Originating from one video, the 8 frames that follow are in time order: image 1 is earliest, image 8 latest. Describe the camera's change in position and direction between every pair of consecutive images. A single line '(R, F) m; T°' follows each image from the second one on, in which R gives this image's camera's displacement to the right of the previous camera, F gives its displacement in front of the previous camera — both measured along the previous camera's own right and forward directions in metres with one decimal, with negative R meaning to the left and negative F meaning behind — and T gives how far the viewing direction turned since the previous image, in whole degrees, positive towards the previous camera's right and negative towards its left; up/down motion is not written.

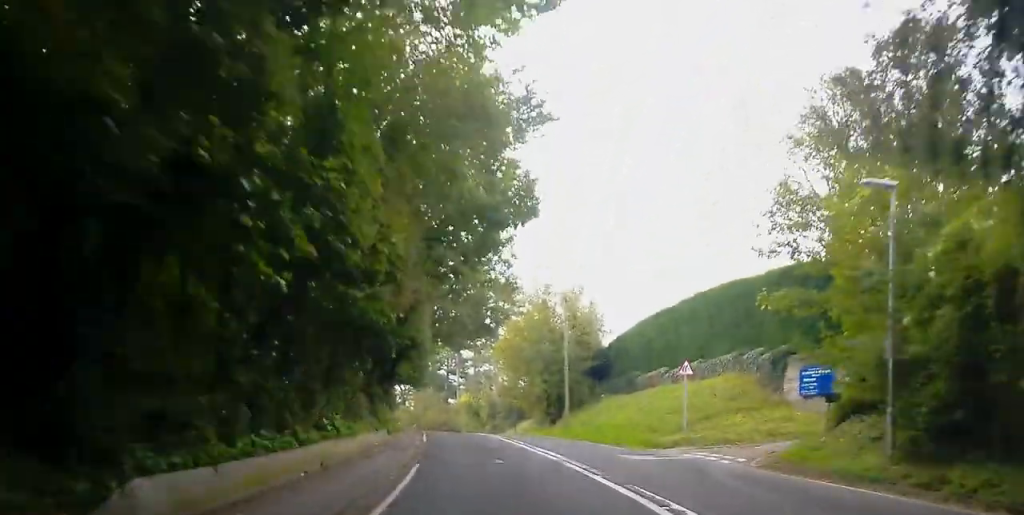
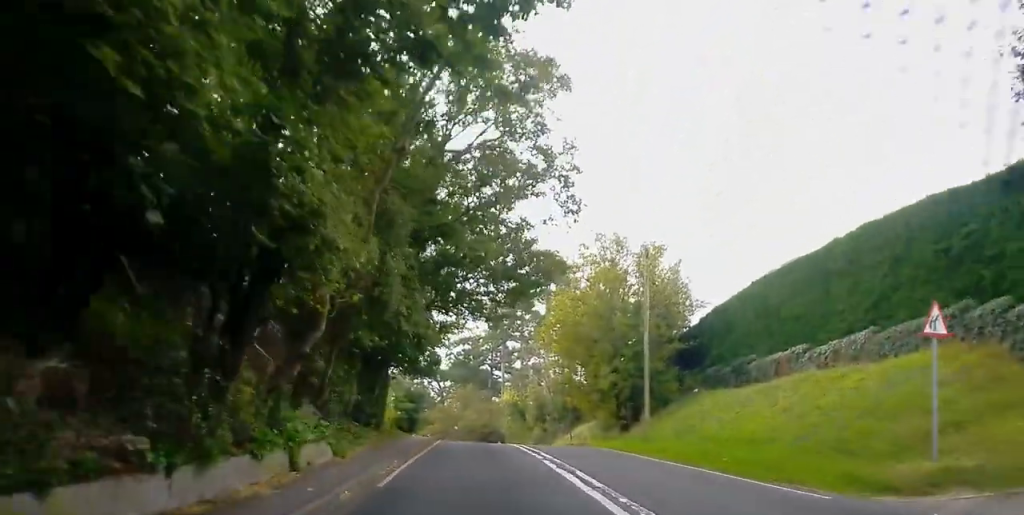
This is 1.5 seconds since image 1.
(-0.3, +15.3) m; -3°
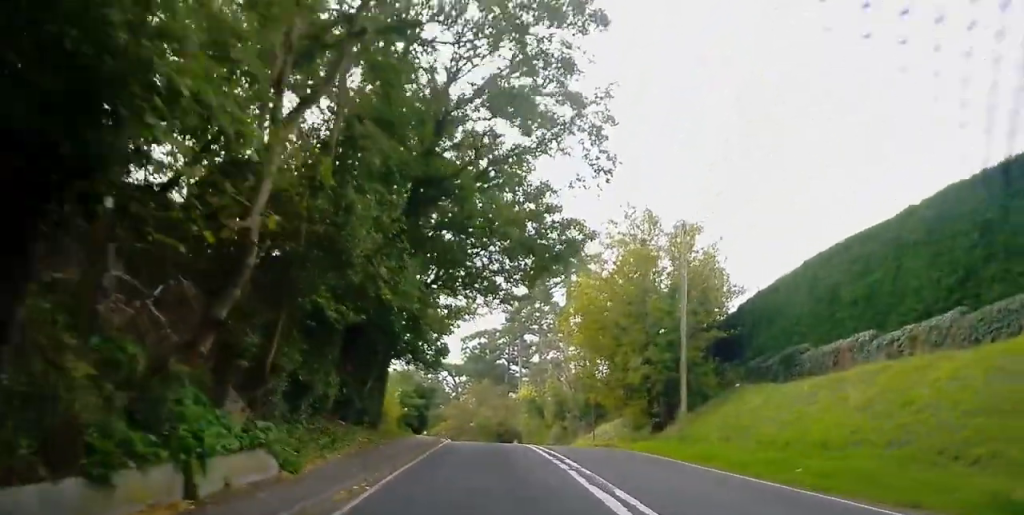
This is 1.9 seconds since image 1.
(-0.1, +4.2) m; -1°
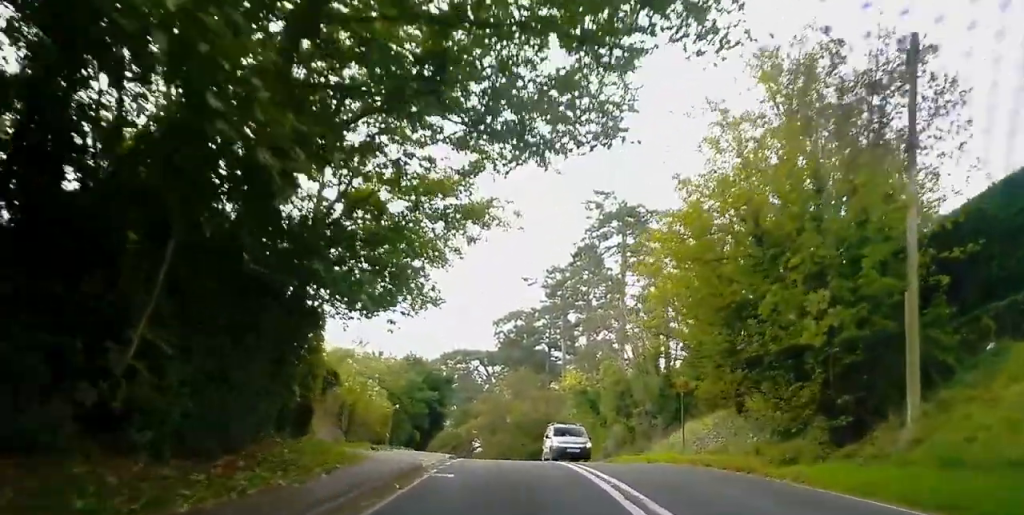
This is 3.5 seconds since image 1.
(-0.6, +15.9) m; -4°
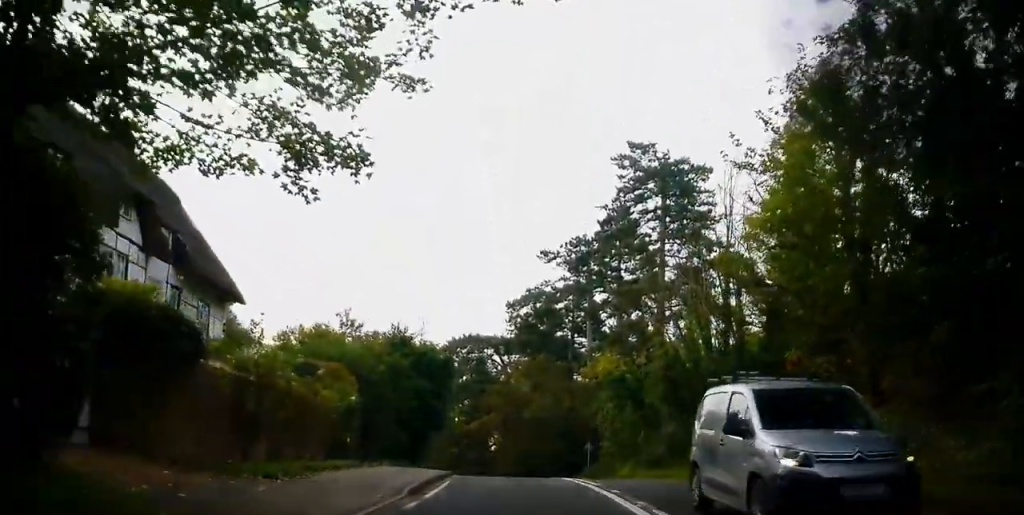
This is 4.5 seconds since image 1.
(0.0, +10.8) m; 0°
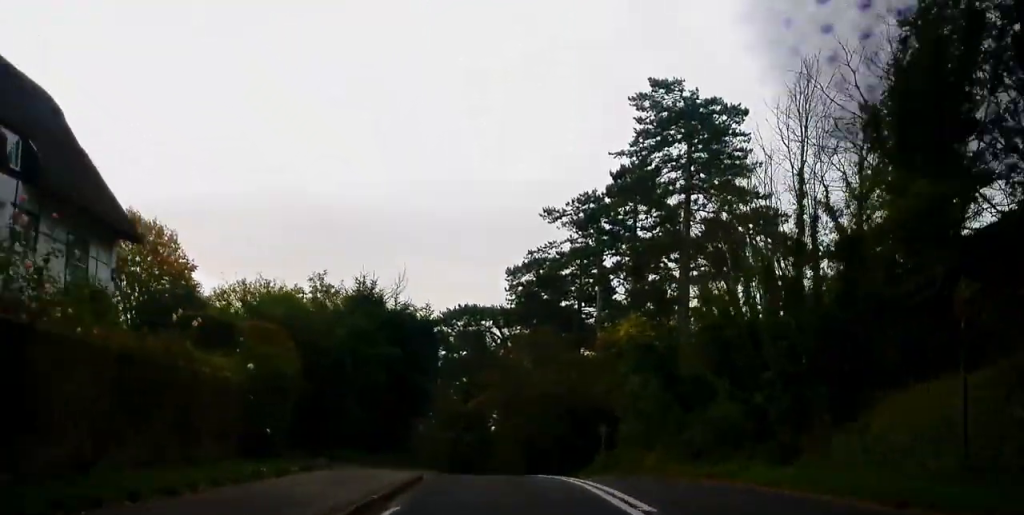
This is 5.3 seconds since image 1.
(0.0, +7.9) m; -1°
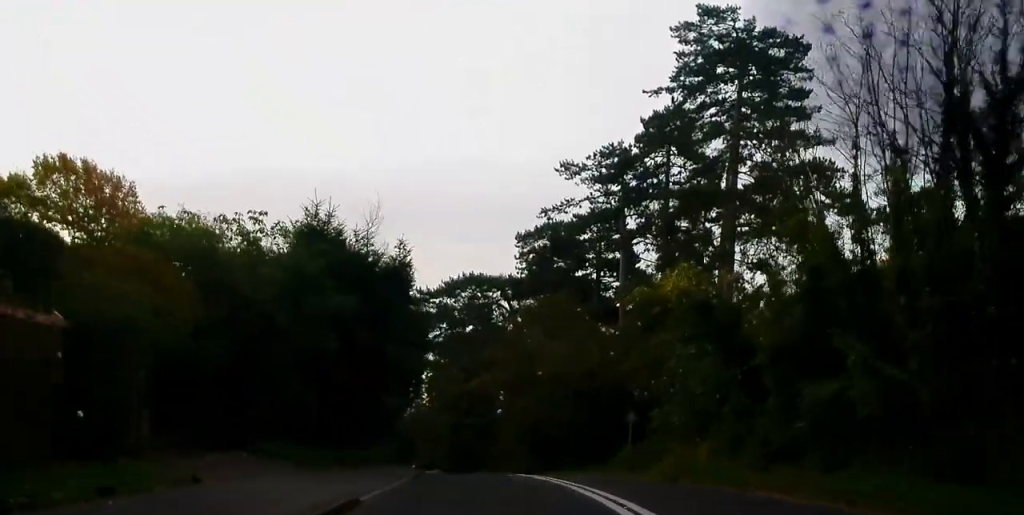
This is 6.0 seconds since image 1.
(-0.1, +7.7) m; -2°
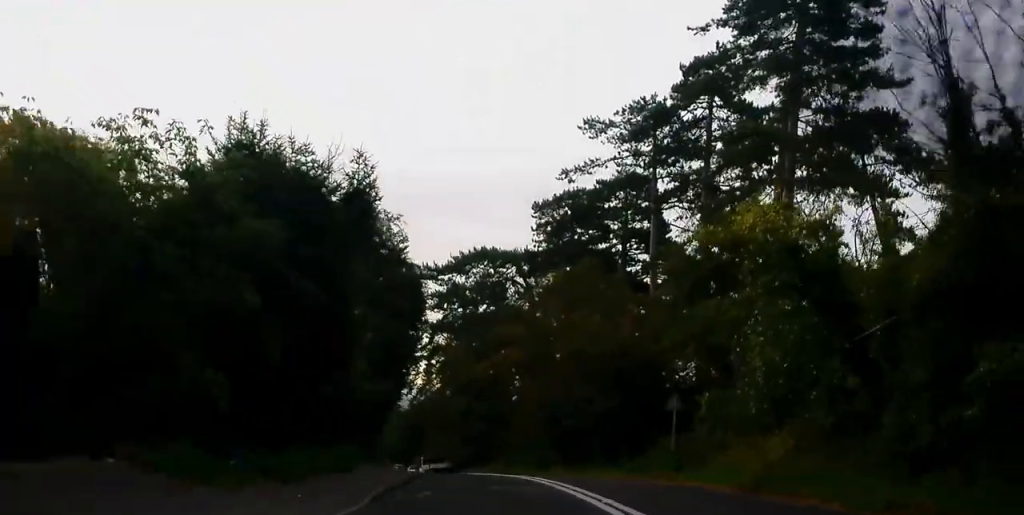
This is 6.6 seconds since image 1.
(-0.1, +6.2) m; -1°
